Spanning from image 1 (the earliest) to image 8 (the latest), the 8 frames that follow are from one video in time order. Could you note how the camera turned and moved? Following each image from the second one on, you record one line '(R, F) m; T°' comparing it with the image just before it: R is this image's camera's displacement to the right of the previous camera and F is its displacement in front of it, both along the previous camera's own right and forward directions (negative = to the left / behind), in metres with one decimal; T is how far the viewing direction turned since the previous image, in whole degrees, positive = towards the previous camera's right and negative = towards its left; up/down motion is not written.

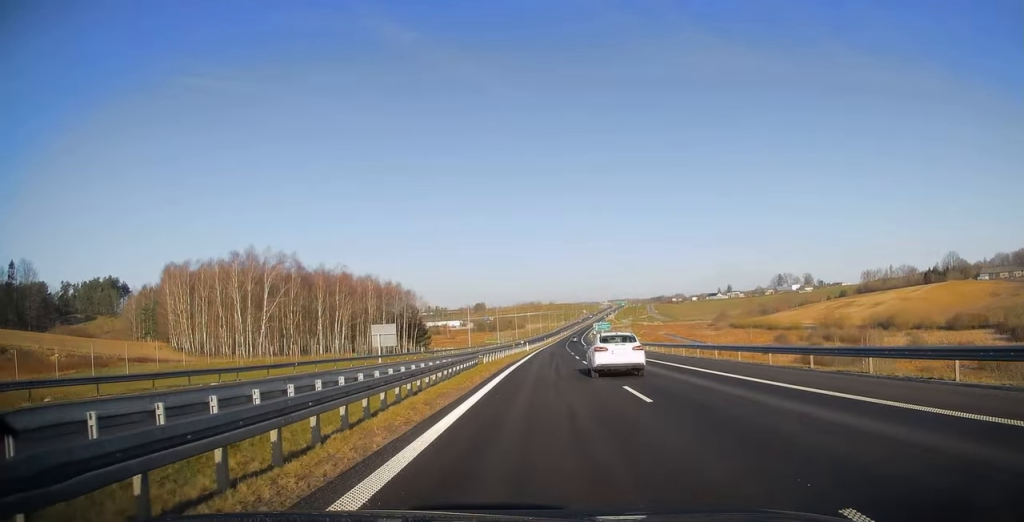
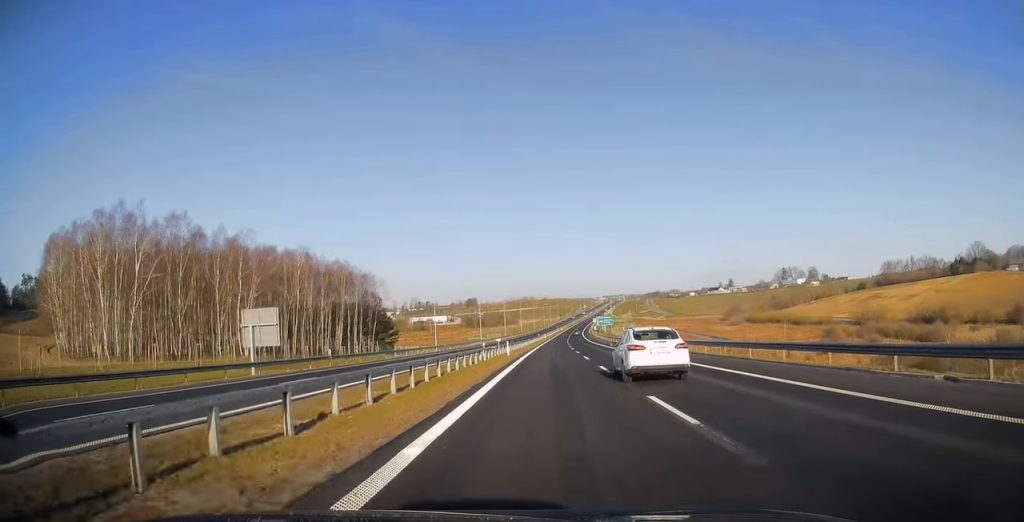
(+0.3, +33.1) m; +1°
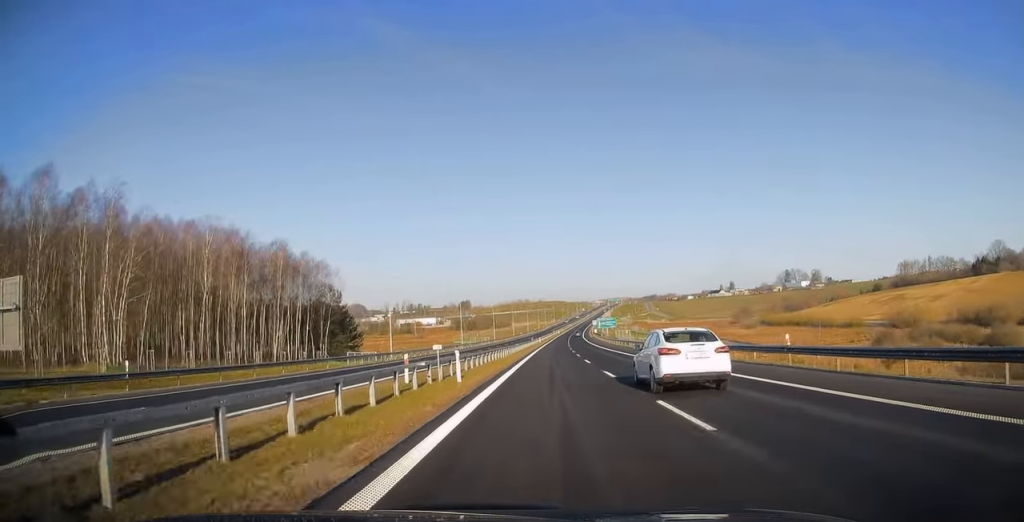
(+0.1, +24.5) m; +1°
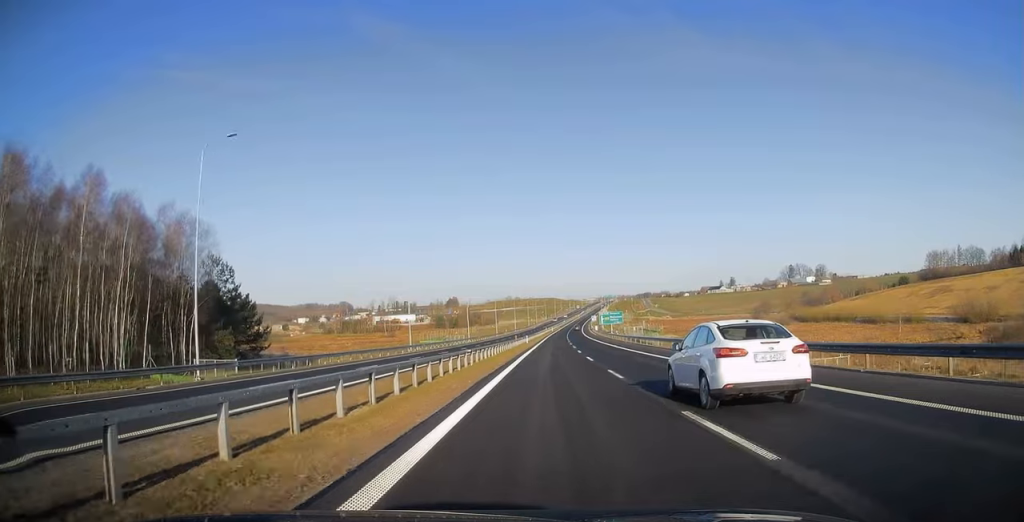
(+0.3, +38.1) m; +1°
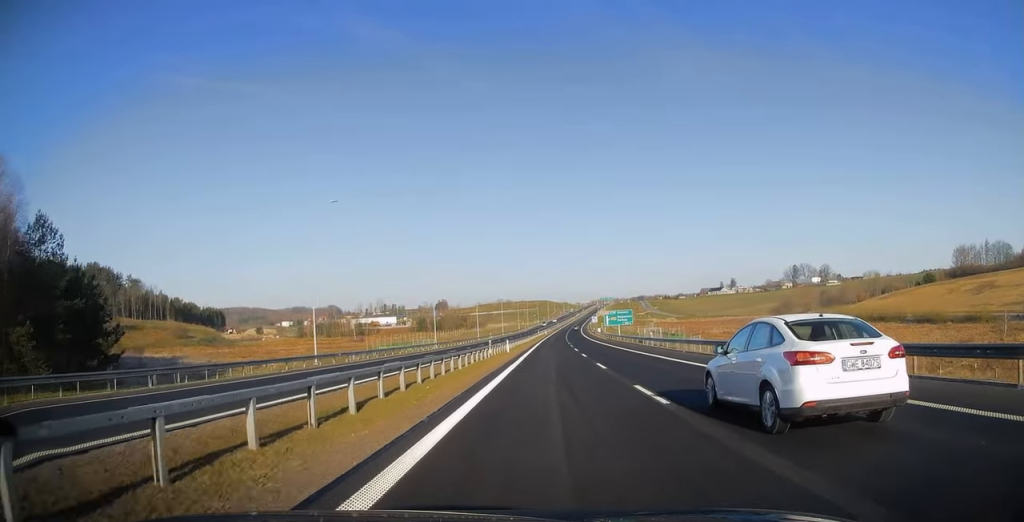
(+0.4, +30.6) m; +1°
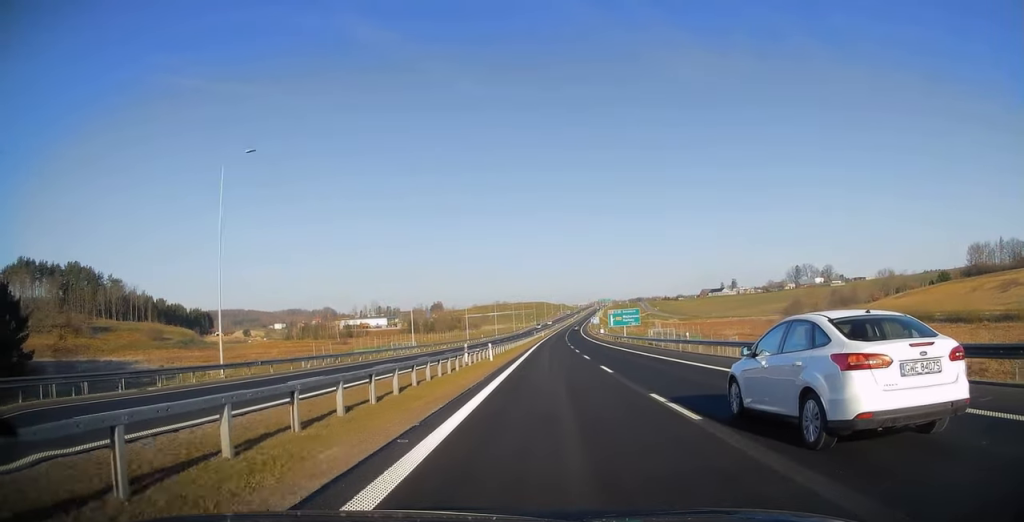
(+0.2, +14.1) m; 0°
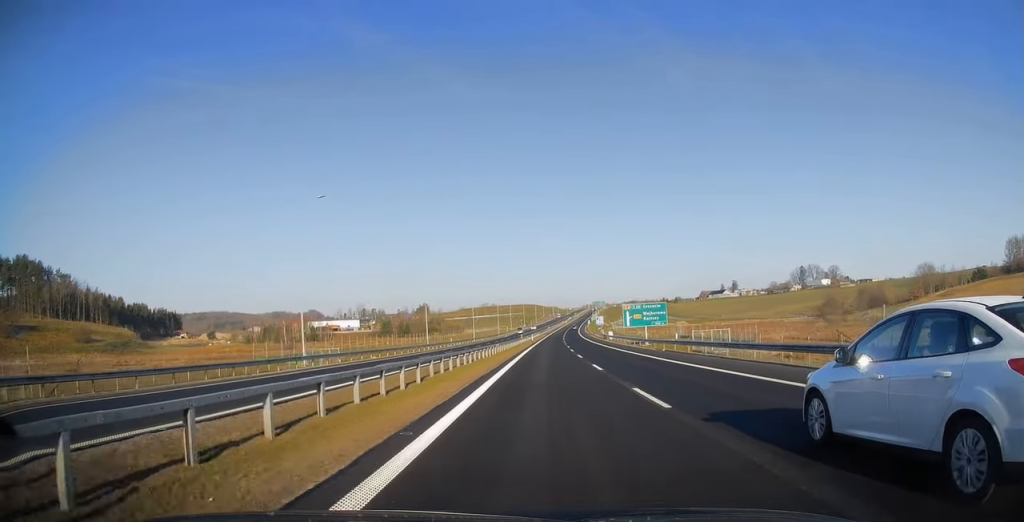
(-0.2, +34.3) m; 0°
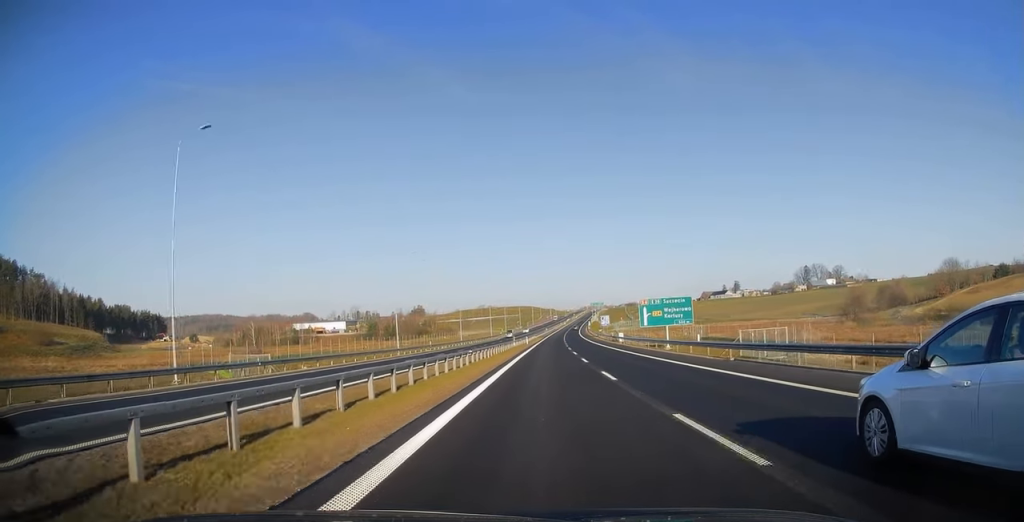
(+0.1, +16.8) m; +1°
